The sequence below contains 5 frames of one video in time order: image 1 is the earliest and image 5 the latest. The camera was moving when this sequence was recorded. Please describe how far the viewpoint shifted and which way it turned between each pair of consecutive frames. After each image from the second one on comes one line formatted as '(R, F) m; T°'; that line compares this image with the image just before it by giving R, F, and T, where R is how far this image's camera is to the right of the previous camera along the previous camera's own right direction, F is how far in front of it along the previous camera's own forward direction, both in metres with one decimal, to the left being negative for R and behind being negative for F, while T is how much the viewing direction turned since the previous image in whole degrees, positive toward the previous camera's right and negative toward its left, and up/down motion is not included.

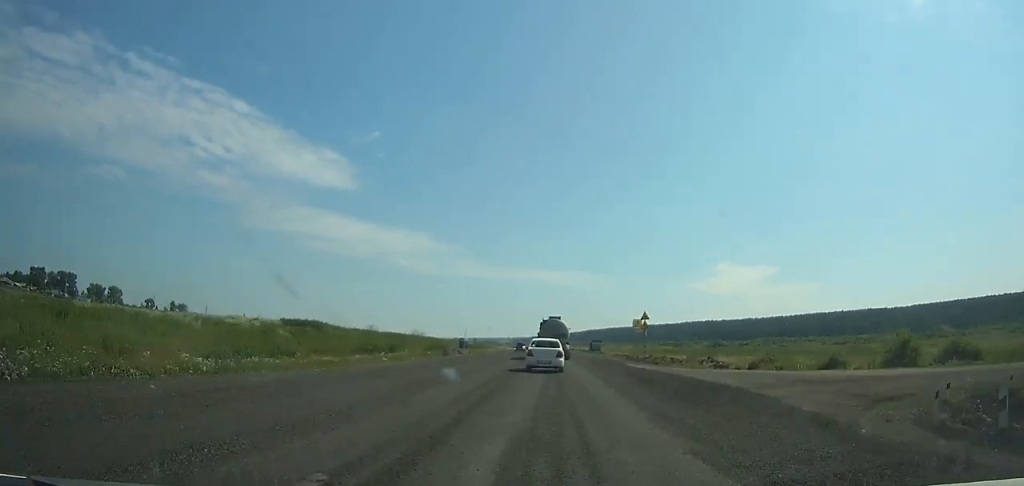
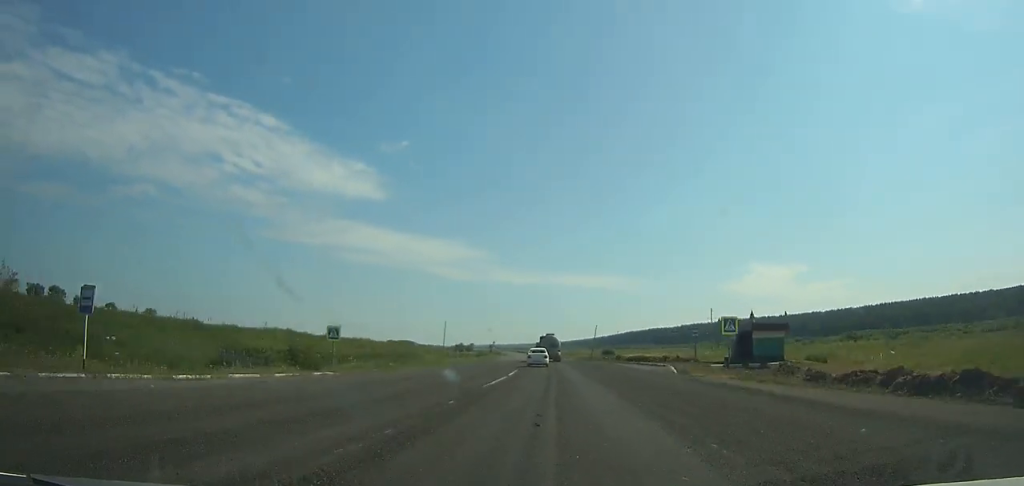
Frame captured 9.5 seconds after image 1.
(-3.4, +128.9) m; -3°
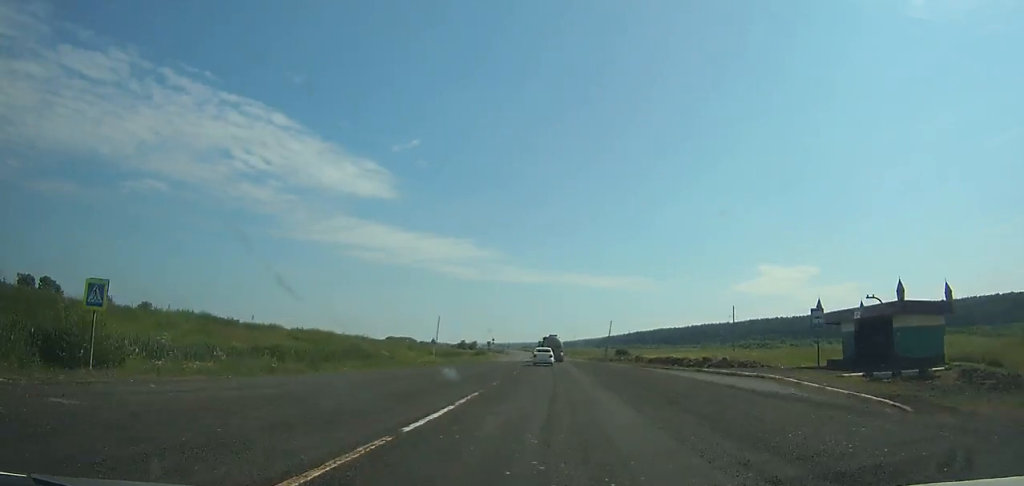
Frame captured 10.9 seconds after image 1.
(-0.2, +21.3) m; -1°
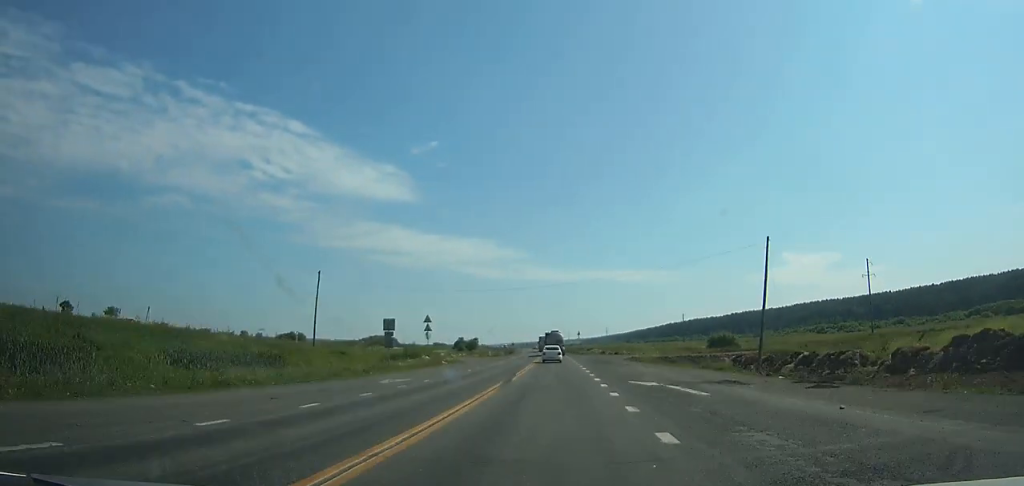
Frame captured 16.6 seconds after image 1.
(-2.1, +92.9) m; -3°
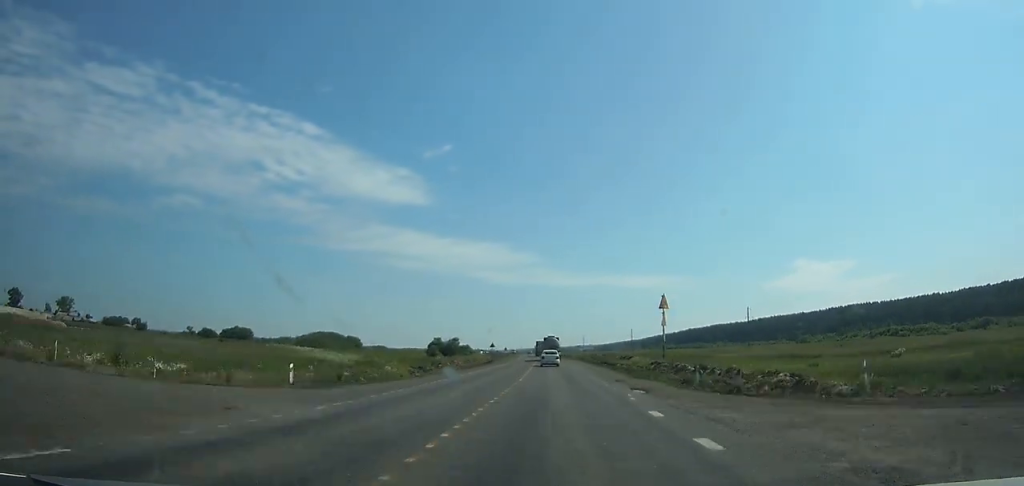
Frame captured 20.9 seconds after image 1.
(-1.0, +76.7) m; -2°
